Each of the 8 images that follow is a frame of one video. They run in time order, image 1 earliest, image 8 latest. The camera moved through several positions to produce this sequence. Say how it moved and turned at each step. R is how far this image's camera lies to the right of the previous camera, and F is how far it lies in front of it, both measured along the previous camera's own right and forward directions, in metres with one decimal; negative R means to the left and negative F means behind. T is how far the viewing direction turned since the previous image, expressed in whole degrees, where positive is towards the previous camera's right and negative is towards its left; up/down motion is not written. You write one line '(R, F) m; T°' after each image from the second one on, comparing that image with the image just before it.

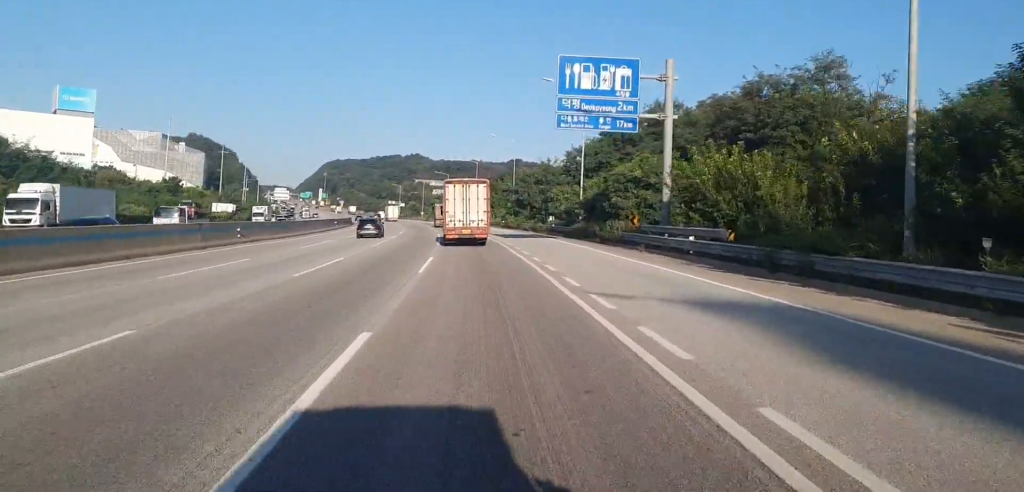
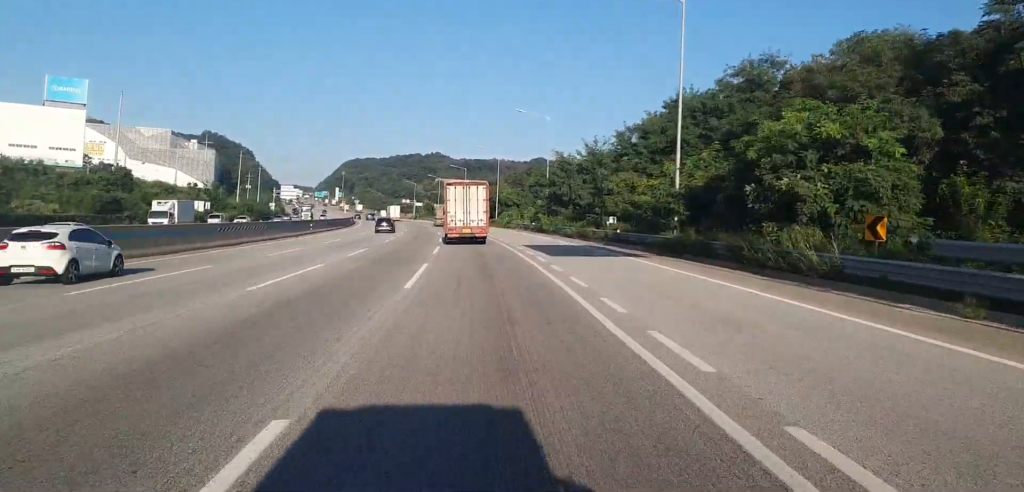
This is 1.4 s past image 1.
(+0.2, +25.4) m; -2°
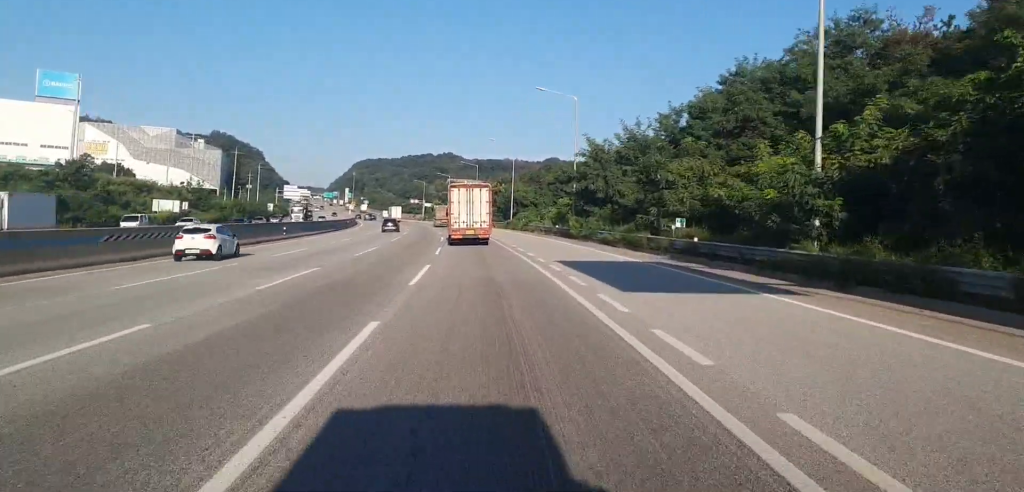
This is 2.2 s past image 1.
(-0.3, +14.4) m; -2°
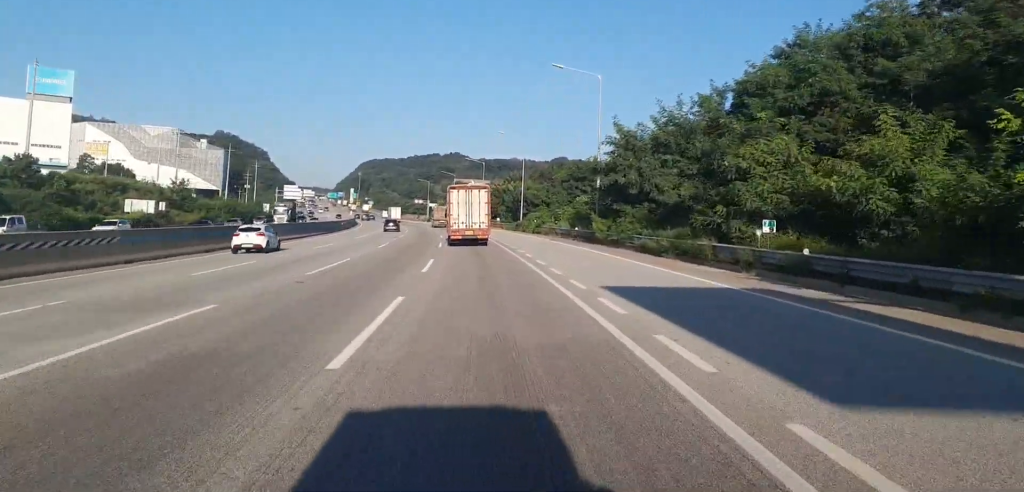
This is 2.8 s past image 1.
(-0.3, +10.3) m; 0°
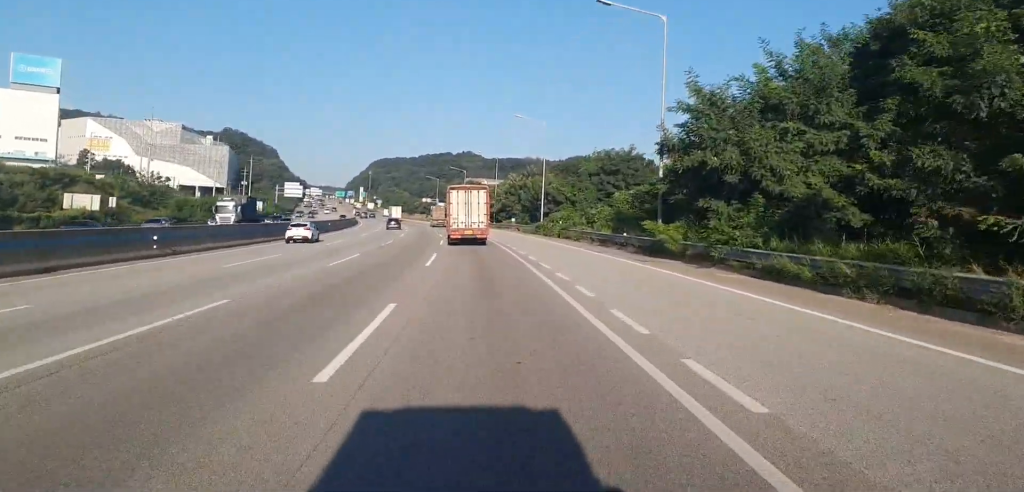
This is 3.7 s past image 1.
(+0.4, +16.6) m; 0°
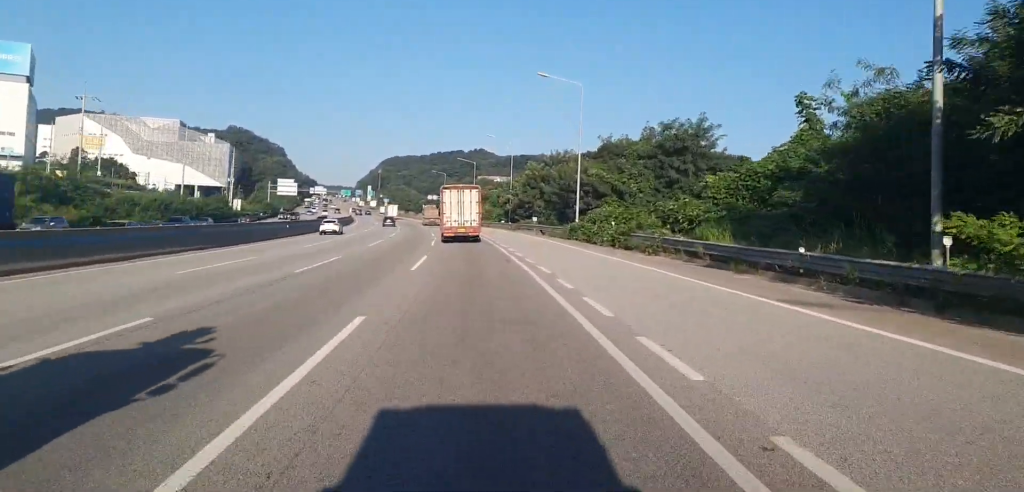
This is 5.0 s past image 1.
(-0.5, +23.6) m; -2°
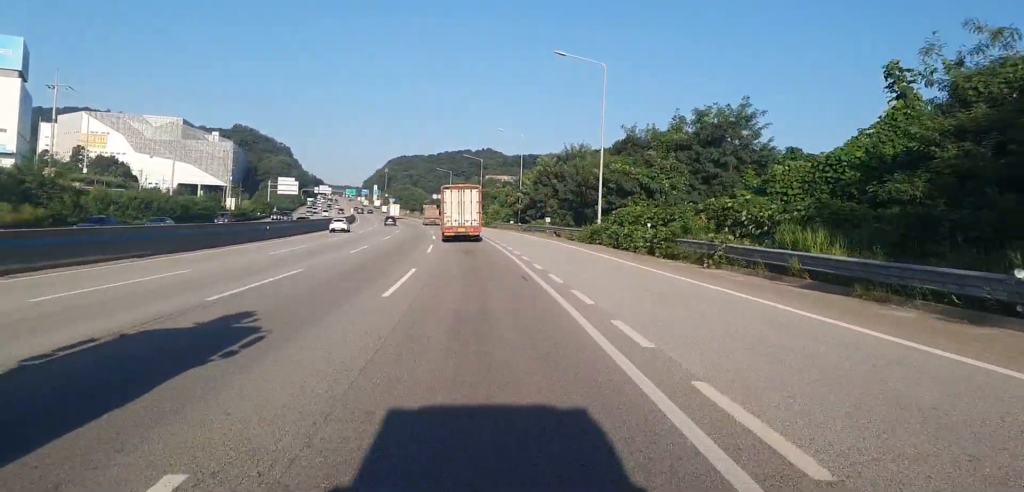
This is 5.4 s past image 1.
(0.0, +8.1) m; 0°
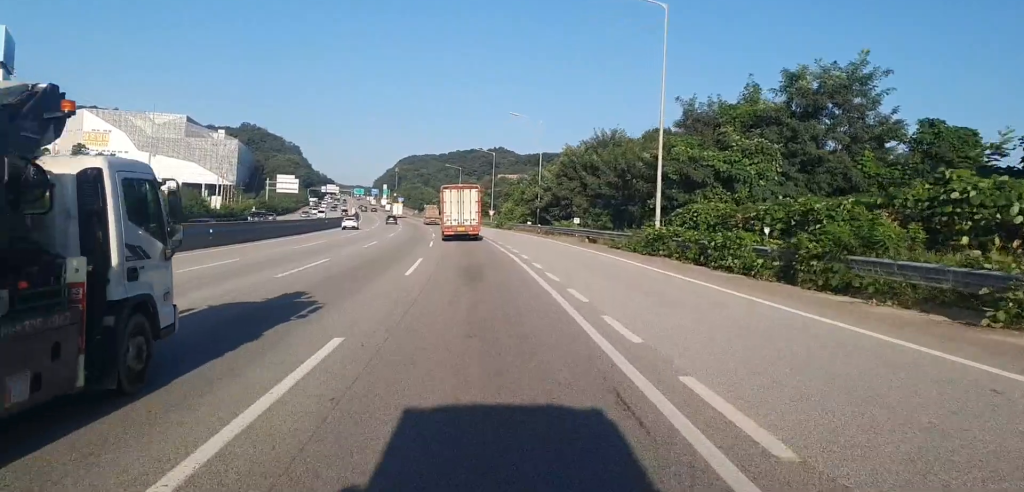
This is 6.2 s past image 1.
(0.0, +14.5) m; 0°
